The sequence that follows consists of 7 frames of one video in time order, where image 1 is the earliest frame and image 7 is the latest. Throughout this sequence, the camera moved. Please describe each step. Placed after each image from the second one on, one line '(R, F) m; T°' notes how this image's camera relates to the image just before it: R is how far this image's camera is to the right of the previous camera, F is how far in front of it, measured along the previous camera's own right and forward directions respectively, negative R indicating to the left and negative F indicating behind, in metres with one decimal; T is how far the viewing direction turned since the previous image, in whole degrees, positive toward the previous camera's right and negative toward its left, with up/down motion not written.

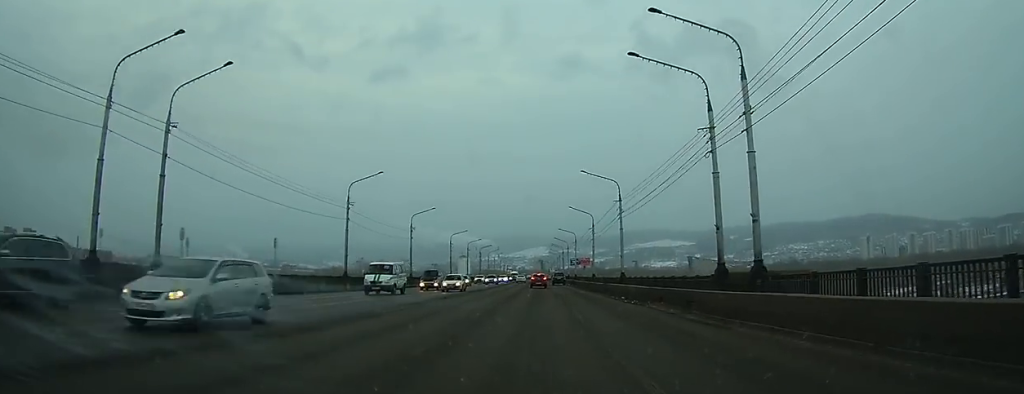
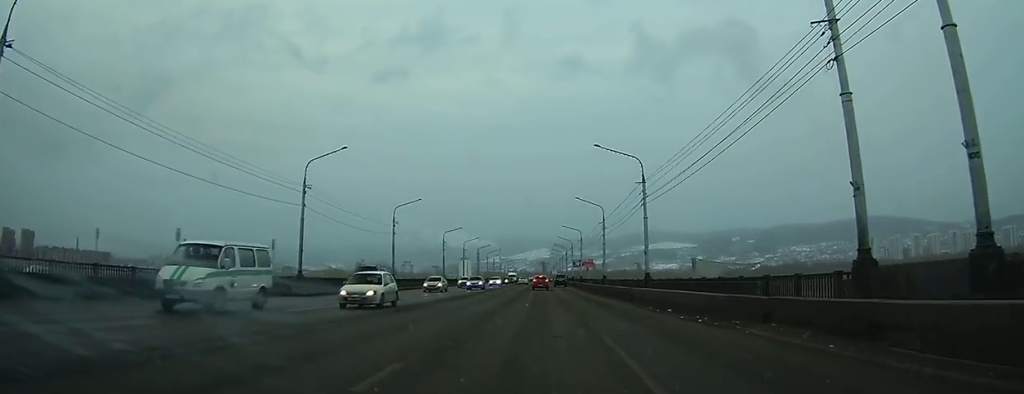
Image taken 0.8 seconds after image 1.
(0.0, +11.4) m; 0°
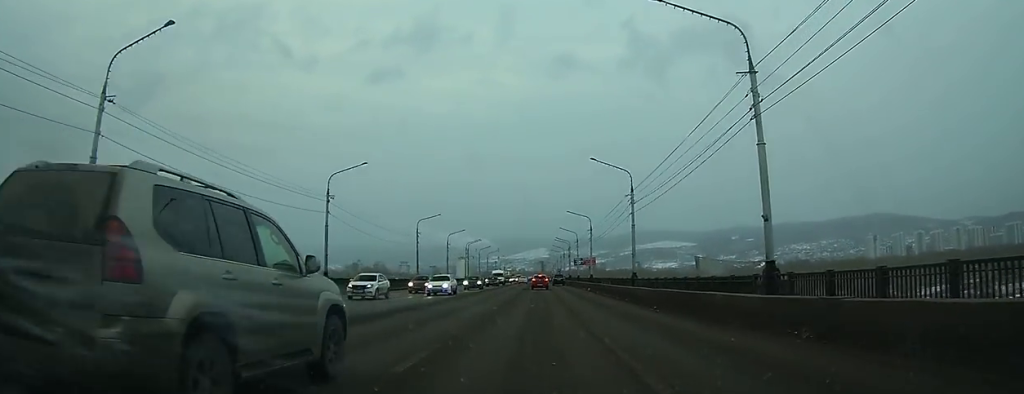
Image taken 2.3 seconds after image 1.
(+0.2, +23.2) m; +1°
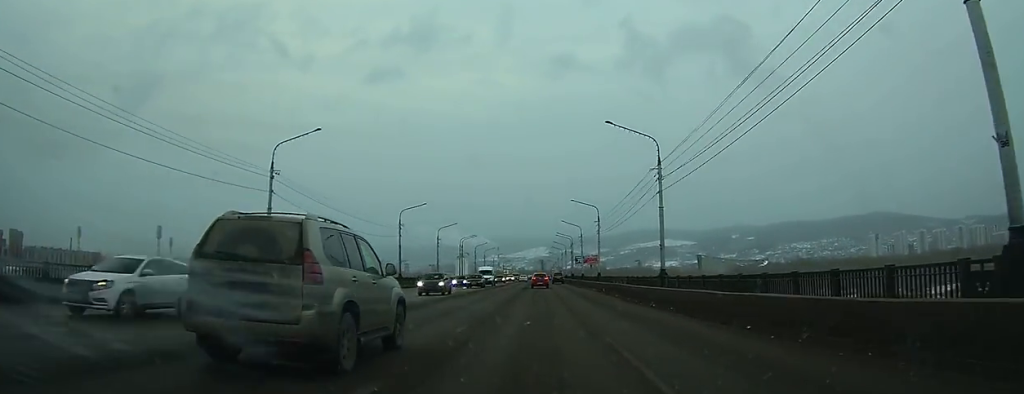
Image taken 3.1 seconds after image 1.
(0.0, +11.2) m; 0°
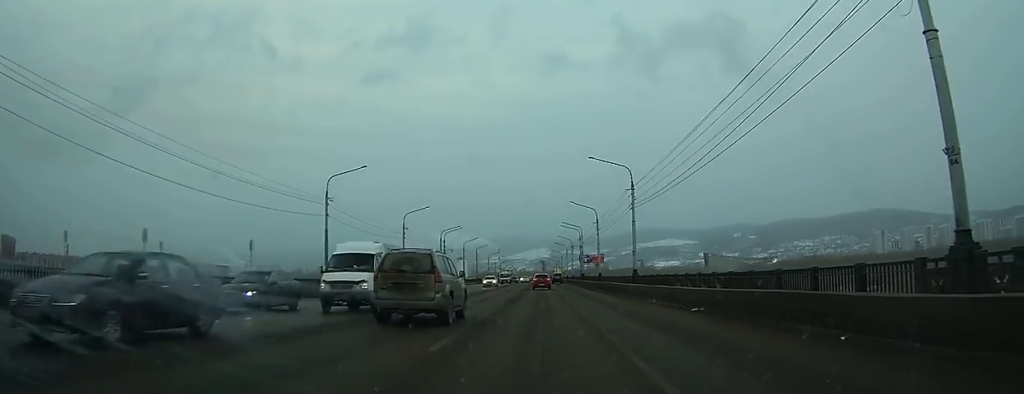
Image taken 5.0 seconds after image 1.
(+0.1, +27.4) m; 0°
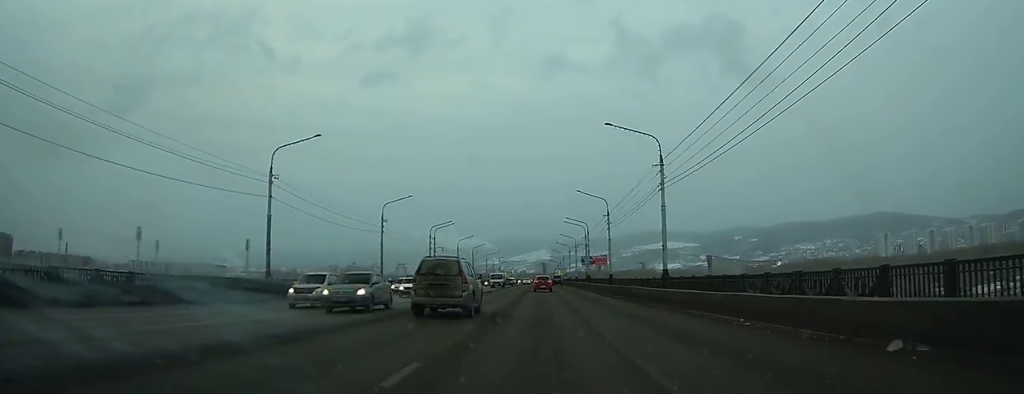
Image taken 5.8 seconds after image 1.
(0.0, +11.3) m; 0°
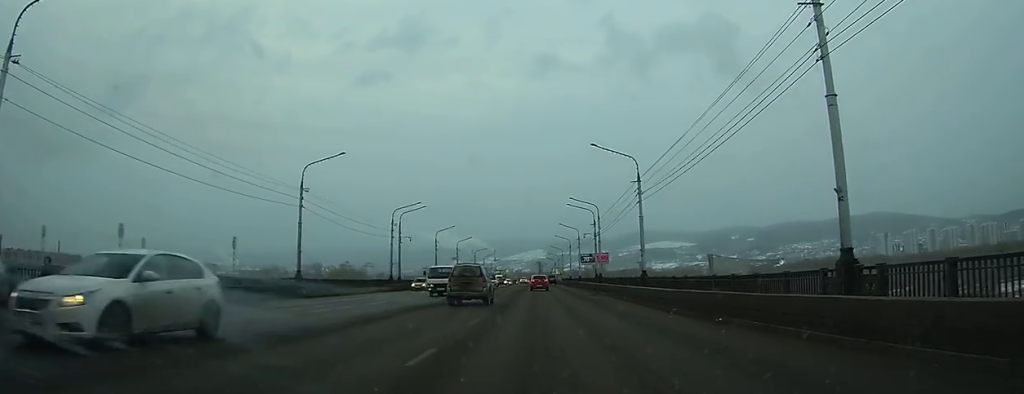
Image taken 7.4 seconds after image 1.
(0.0, +22.3) m; +1°
